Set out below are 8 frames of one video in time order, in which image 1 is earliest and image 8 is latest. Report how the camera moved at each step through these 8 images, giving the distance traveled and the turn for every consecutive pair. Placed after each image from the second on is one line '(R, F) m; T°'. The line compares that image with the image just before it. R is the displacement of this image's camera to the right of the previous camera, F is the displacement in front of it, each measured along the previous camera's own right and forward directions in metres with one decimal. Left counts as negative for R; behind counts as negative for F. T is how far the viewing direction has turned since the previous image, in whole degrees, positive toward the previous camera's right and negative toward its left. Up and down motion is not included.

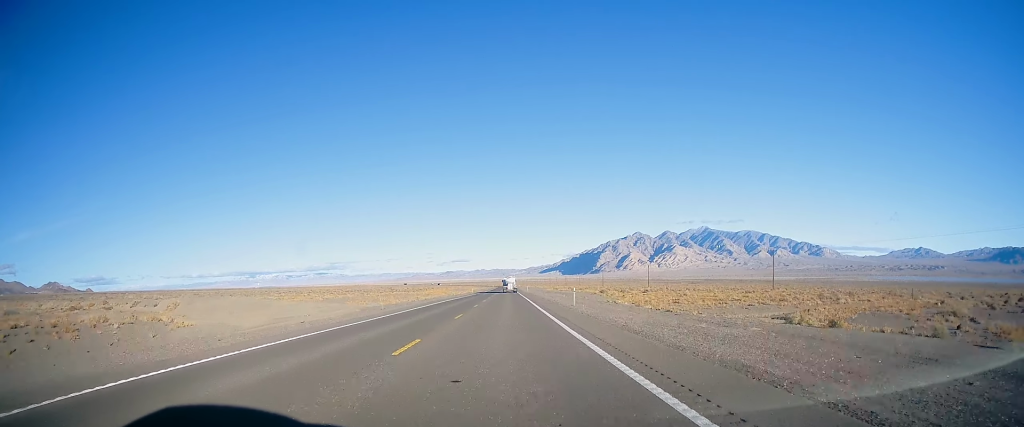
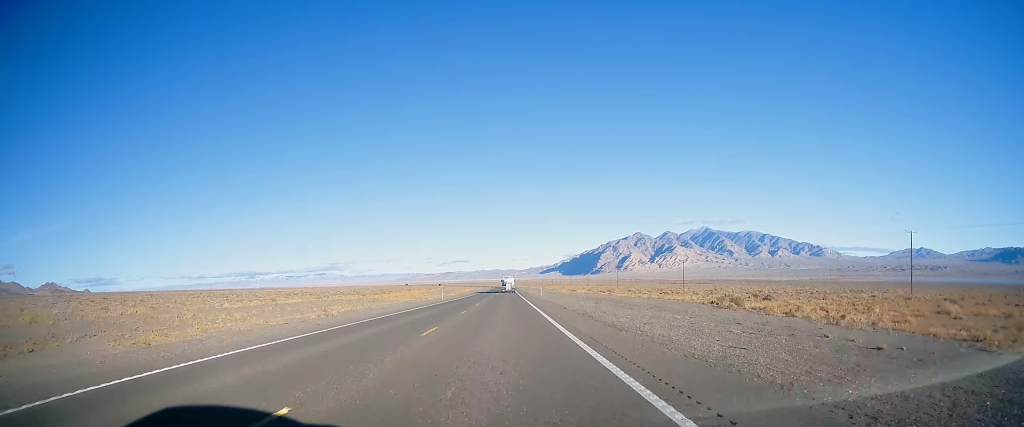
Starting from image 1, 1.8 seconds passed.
(-0.1, +56.2) m; 0°
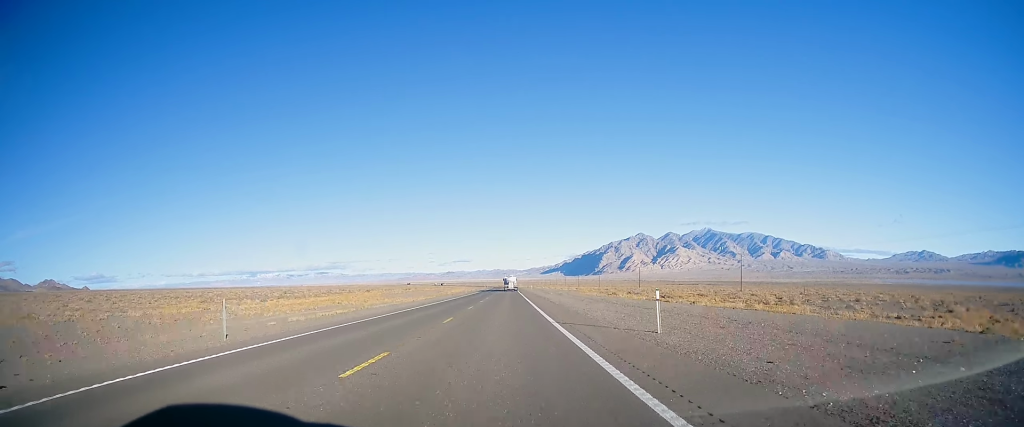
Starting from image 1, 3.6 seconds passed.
(+0.3, +55.5) m; 0°
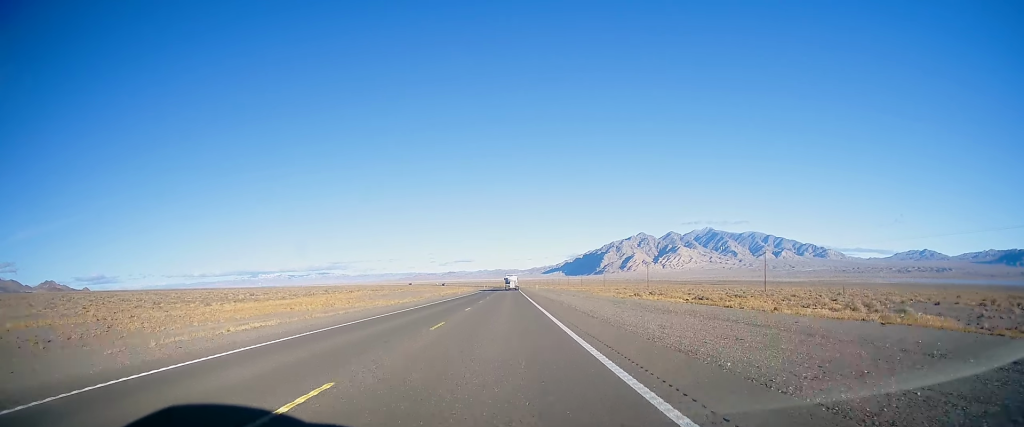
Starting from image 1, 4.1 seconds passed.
(-0.1, +15.8) m; 0°
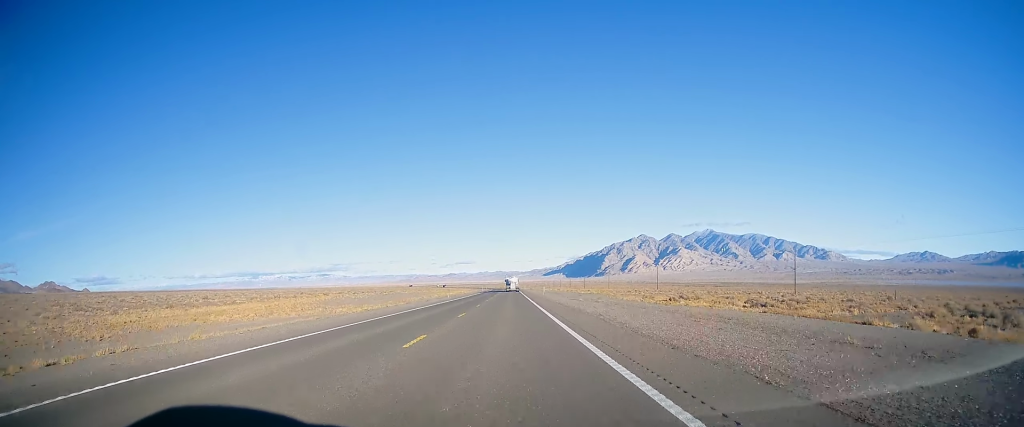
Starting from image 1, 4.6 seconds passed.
(-0.3, +16.8) m; 0°
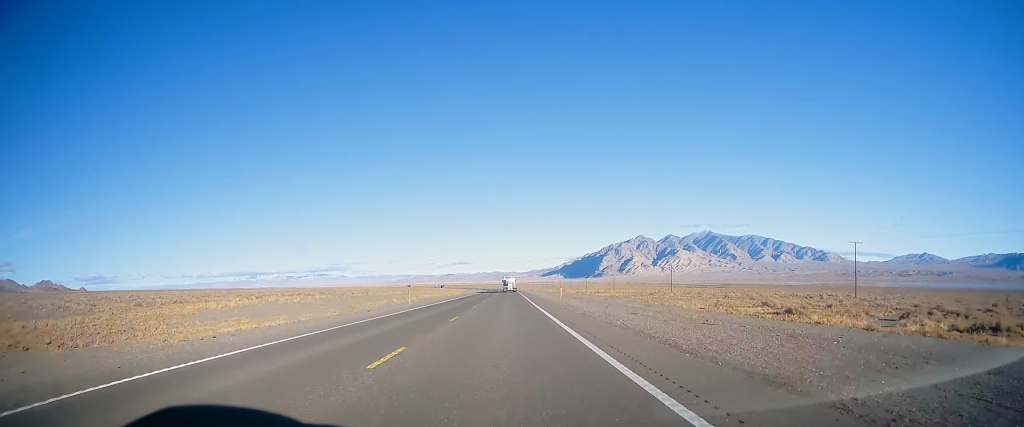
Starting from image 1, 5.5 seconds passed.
(+0.1, +27.2) m; 0°
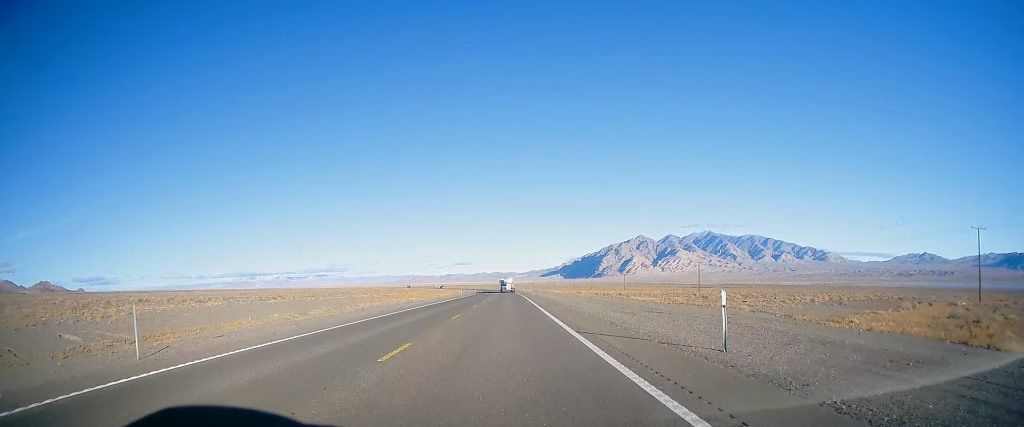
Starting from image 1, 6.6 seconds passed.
(+0.3, +35.5) m; +1°
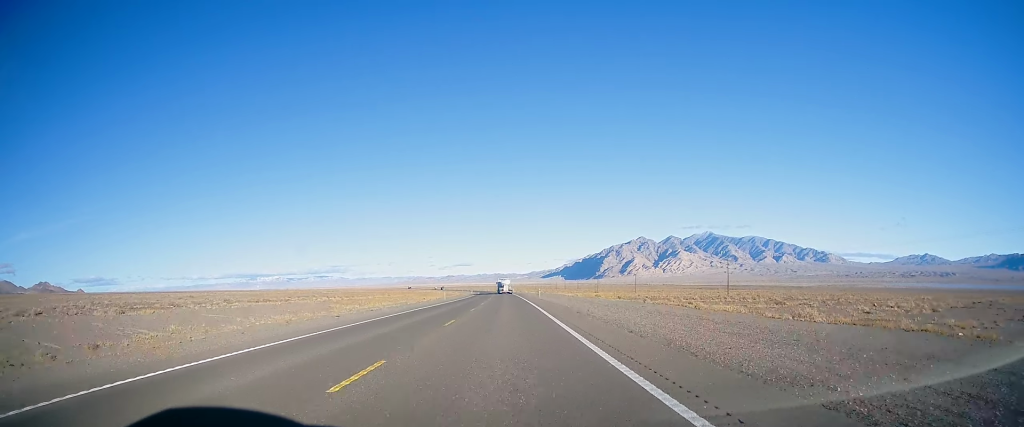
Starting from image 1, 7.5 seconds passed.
(0.0, +27.2) m; 0°
